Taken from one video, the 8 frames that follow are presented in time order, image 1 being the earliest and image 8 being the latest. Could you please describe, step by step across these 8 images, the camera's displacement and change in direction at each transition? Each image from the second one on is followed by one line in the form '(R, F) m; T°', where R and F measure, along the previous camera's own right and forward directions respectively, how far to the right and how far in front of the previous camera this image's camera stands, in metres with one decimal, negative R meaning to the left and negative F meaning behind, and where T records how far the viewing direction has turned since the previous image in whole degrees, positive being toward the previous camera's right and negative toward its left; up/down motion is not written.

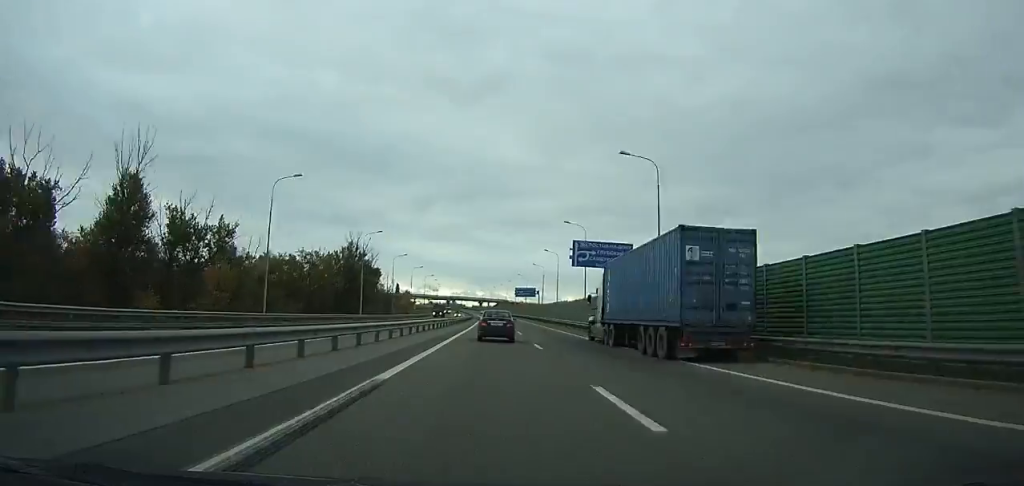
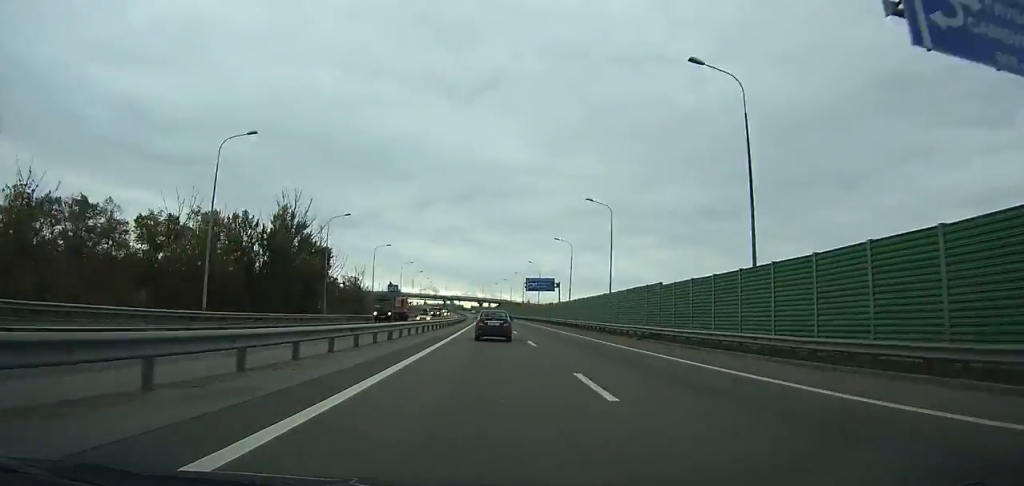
(0.0, +46.7) m; 0°
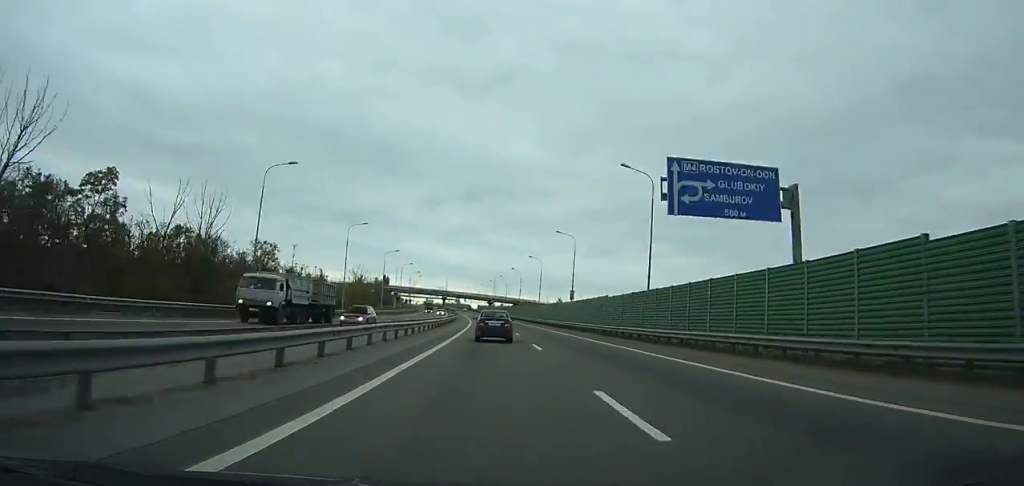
(-0.1, +82.4) m; -1°
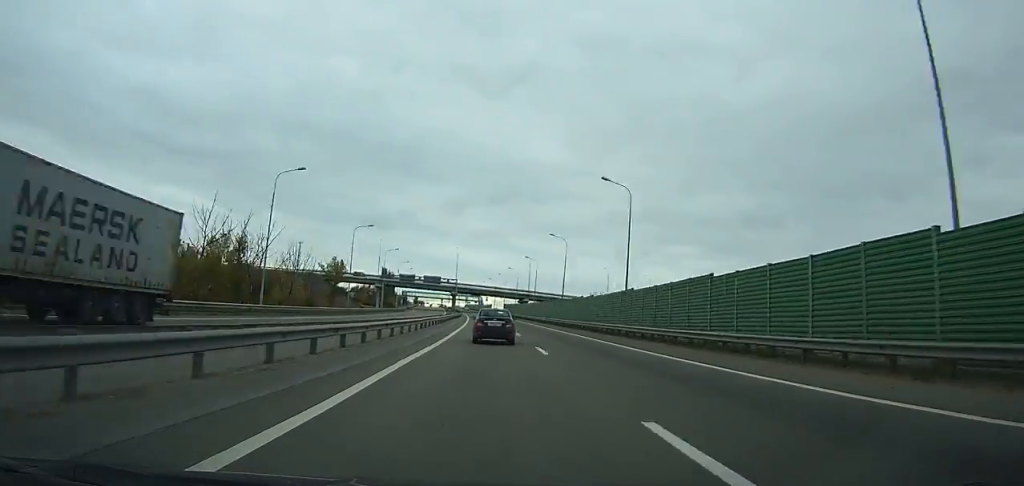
(-1.3, +97.7) m; -2°
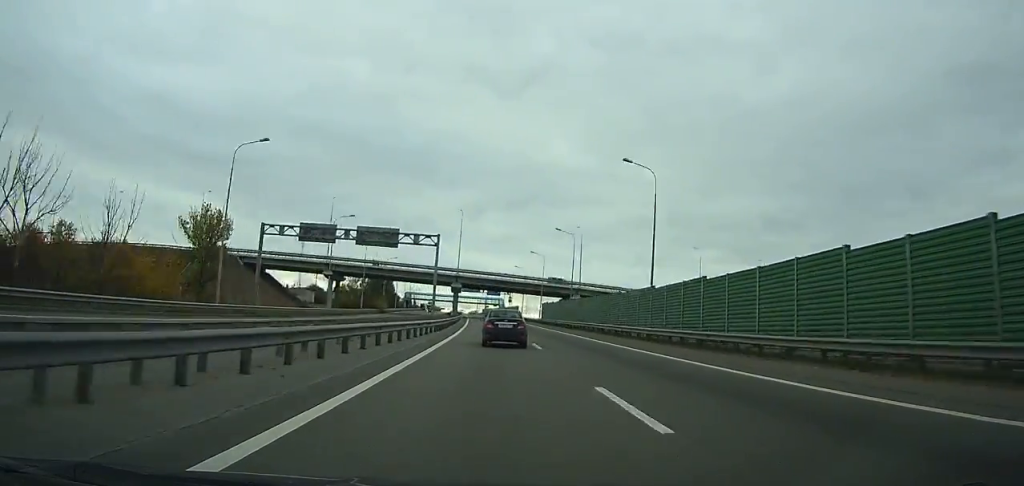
(-1.1, +76.3) m; -2°
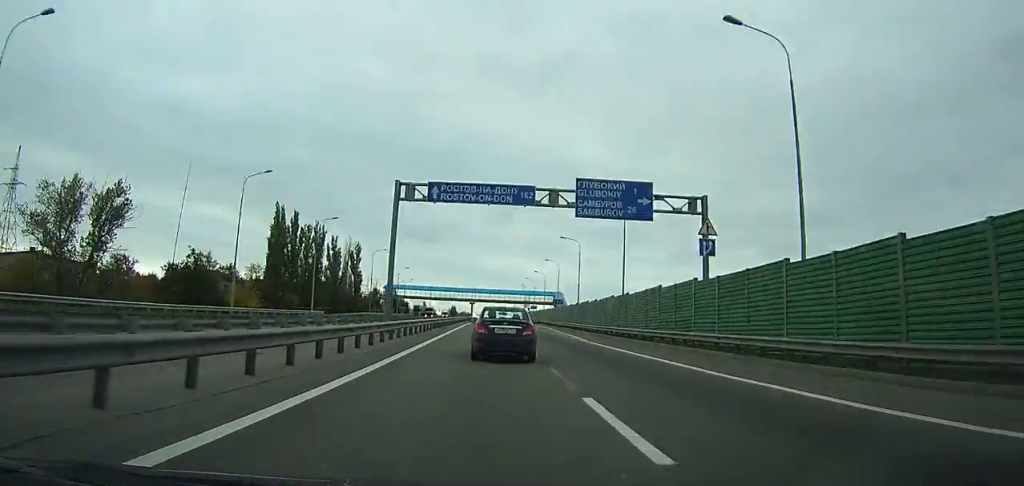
(-5.1, +146.6) m; -4°
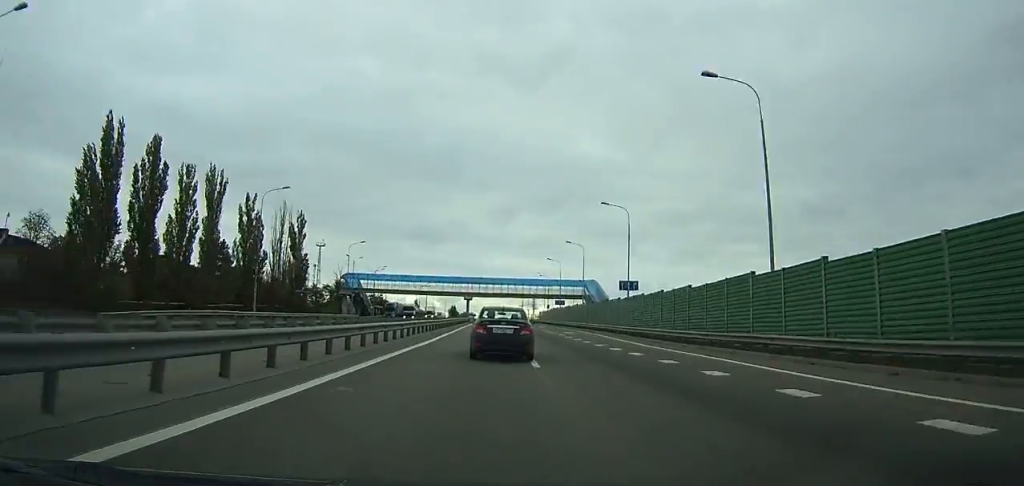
(-1.1, +55.8) m; -1°
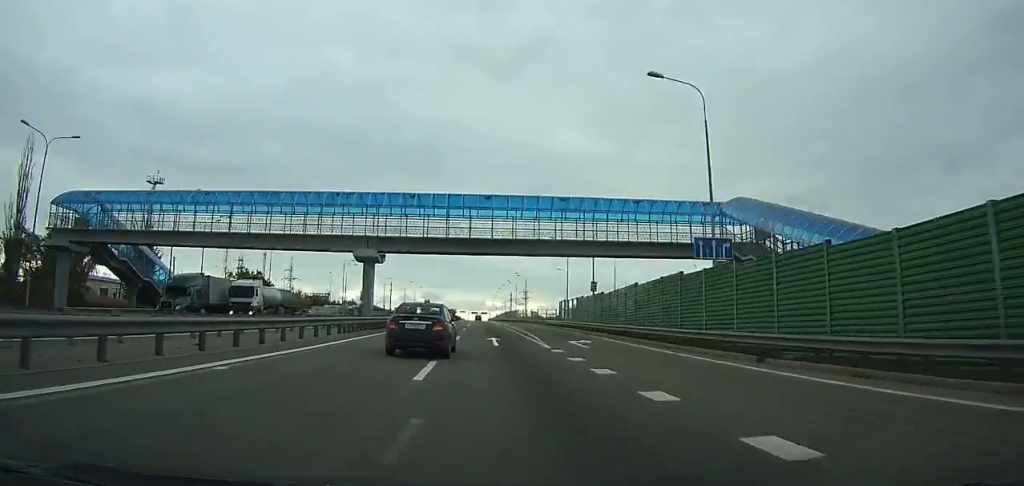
(-0.3, +85.5) m; 0°
